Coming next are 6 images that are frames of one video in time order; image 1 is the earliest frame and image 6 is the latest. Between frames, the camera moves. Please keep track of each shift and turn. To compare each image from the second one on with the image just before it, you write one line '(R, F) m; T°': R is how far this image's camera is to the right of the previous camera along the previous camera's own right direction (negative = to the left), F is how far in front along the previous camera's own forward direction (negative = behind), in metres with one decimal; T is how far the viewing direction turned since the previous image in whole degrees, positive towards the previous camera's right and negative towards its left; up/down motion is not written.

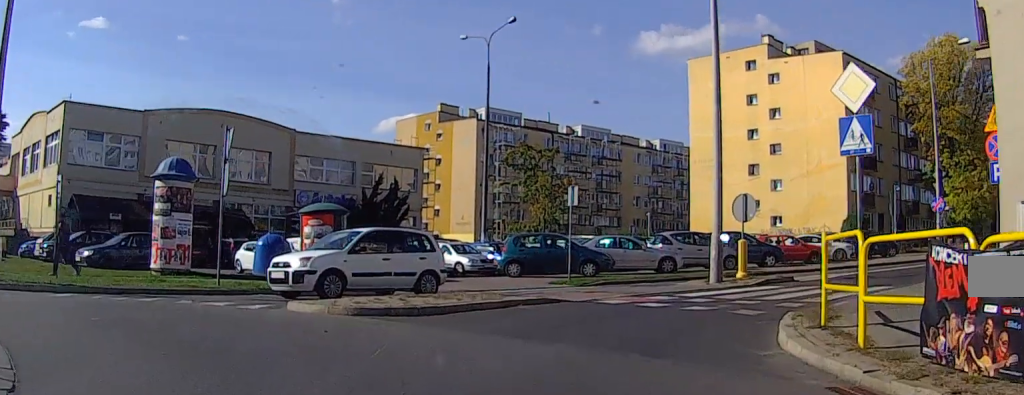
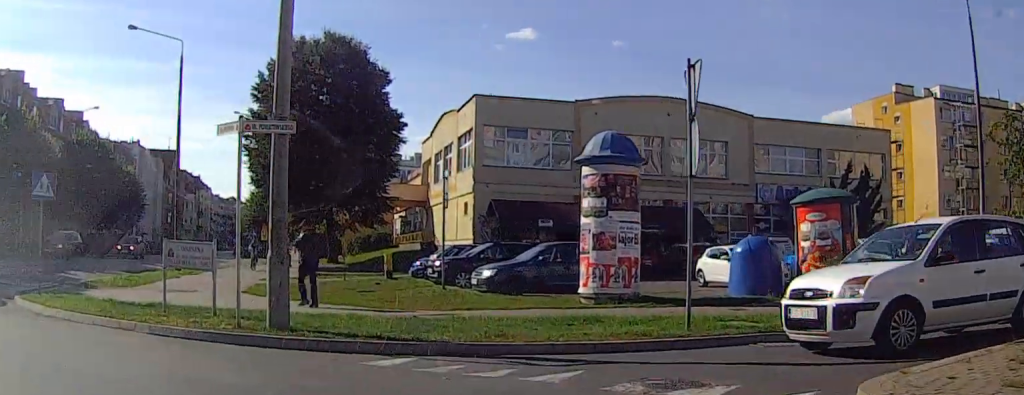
(-0.8, +8.0) m; -26°
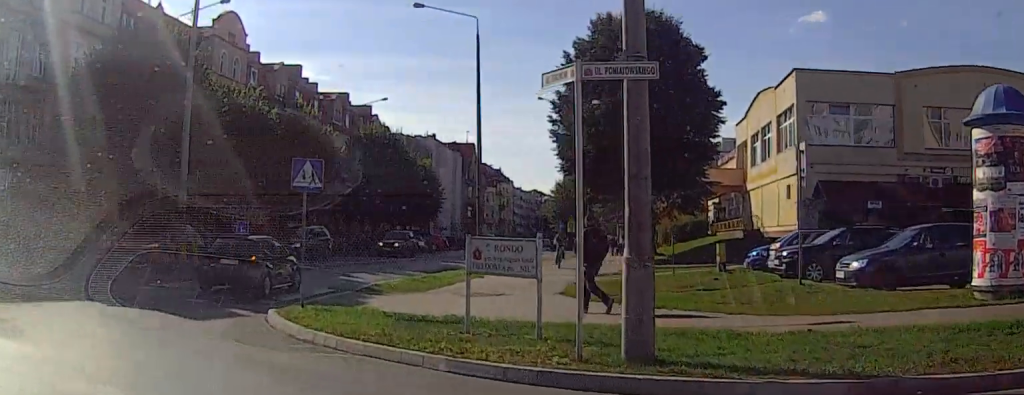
(-0.8, +3.5) m; -19°
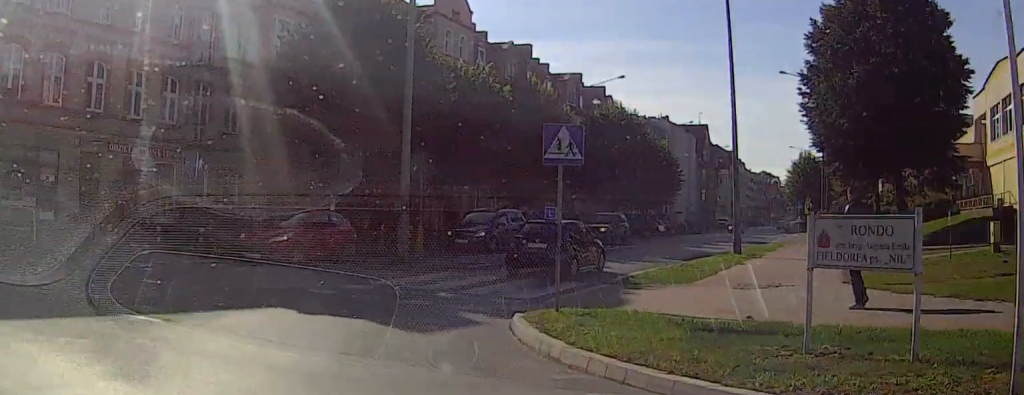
(-0.5, +3.4) m; -12°
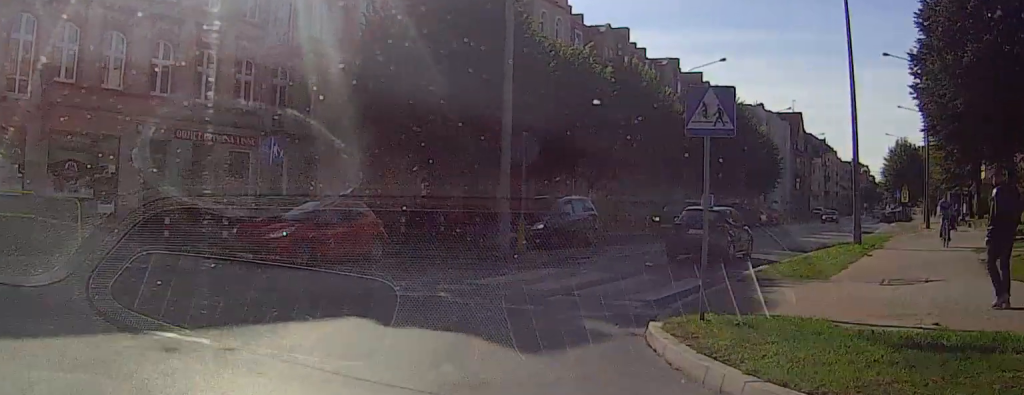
(-0.2, +2.5) m; -3°
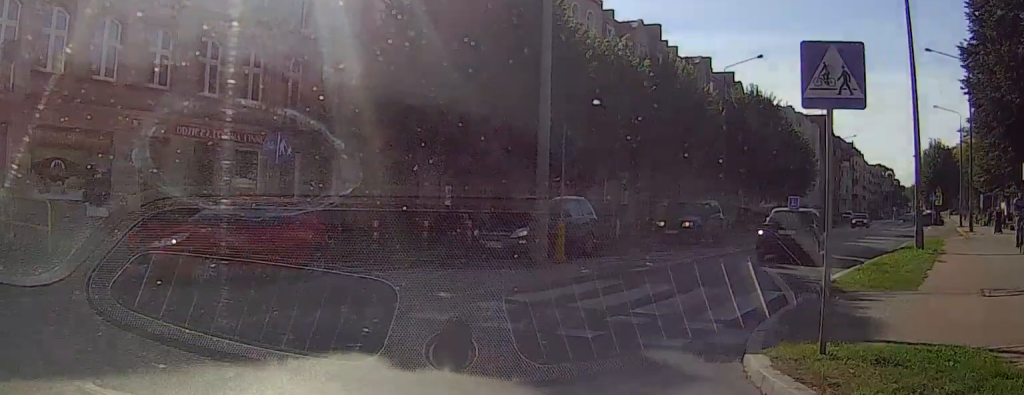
(-0.1, +2.6) m; 0°
